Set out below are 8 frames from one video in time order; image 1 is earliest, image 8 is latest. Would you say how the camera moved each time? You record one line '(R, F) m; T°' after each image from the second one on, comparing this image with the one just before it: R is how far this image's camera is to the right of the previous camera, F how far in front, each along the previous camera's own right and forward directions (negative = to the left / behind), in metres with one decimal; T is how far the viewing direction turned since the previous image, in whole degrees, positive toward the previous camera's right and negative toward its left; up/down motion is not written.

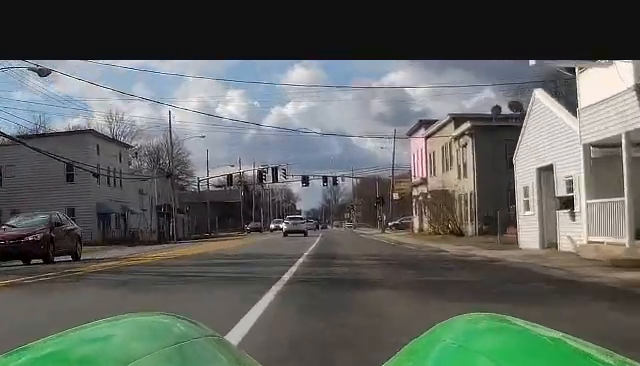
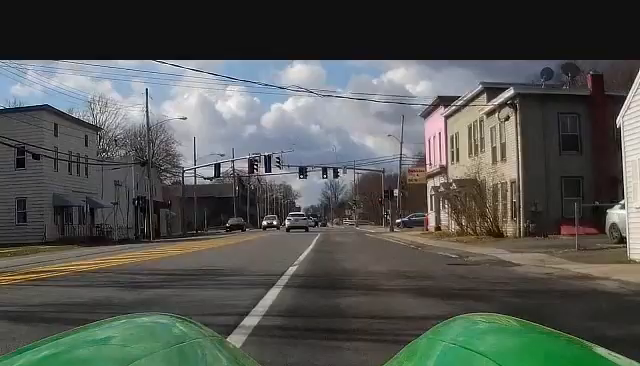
(0.0, +10.4) m; 0°
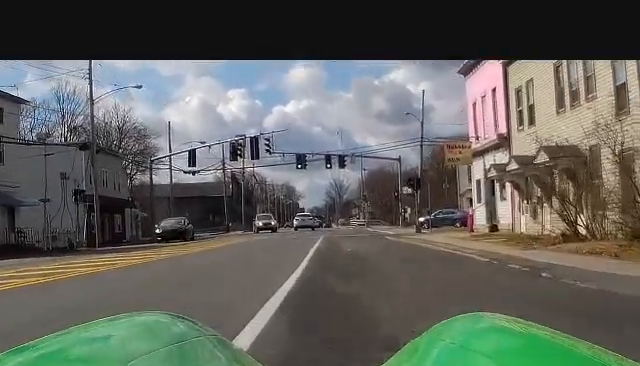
(0.0, +17.5) m; 0°
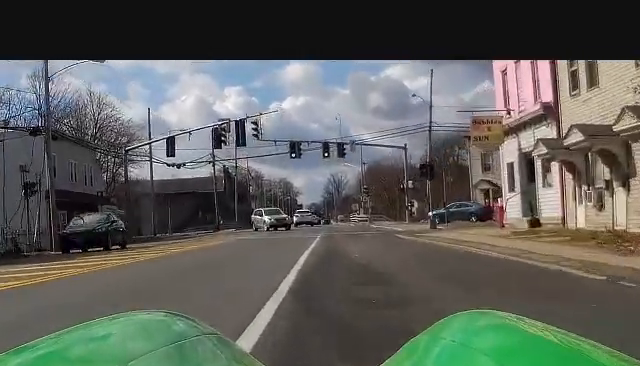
(0.0, +8.1) m; 0°
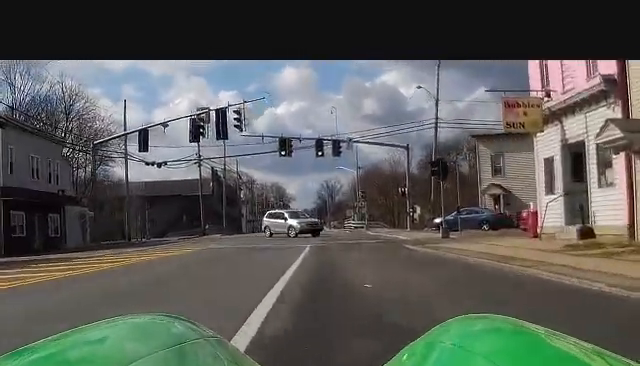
(0.0, +7.0) m; 0°
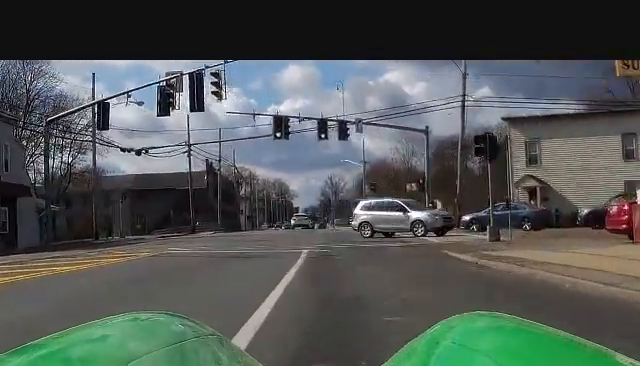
(0.0, +10.4) m; 0°
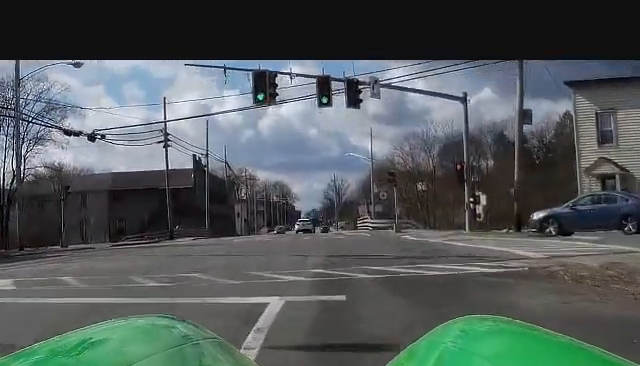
(0.0, +14.9) m; 0°
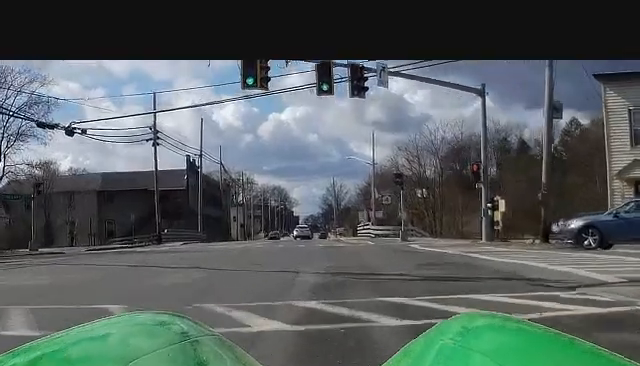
(0.0, +4.9) m; 0°
